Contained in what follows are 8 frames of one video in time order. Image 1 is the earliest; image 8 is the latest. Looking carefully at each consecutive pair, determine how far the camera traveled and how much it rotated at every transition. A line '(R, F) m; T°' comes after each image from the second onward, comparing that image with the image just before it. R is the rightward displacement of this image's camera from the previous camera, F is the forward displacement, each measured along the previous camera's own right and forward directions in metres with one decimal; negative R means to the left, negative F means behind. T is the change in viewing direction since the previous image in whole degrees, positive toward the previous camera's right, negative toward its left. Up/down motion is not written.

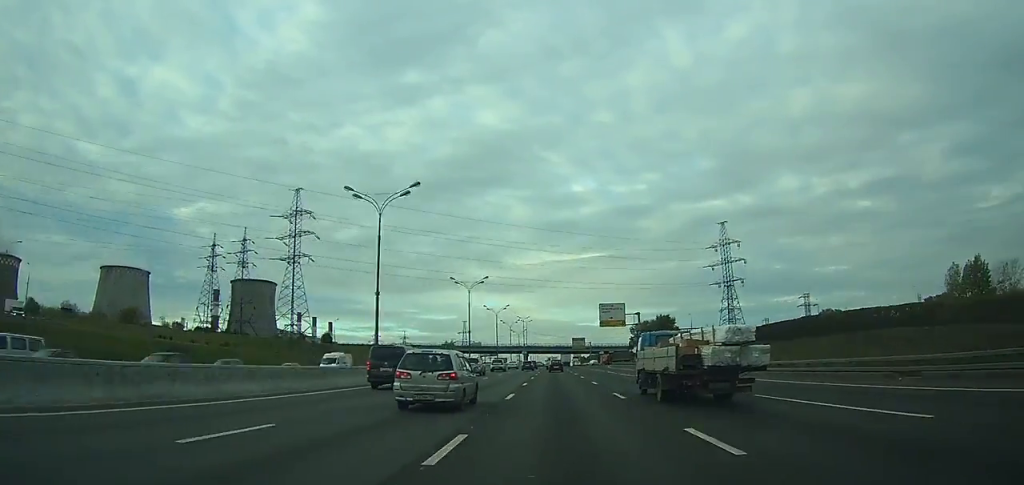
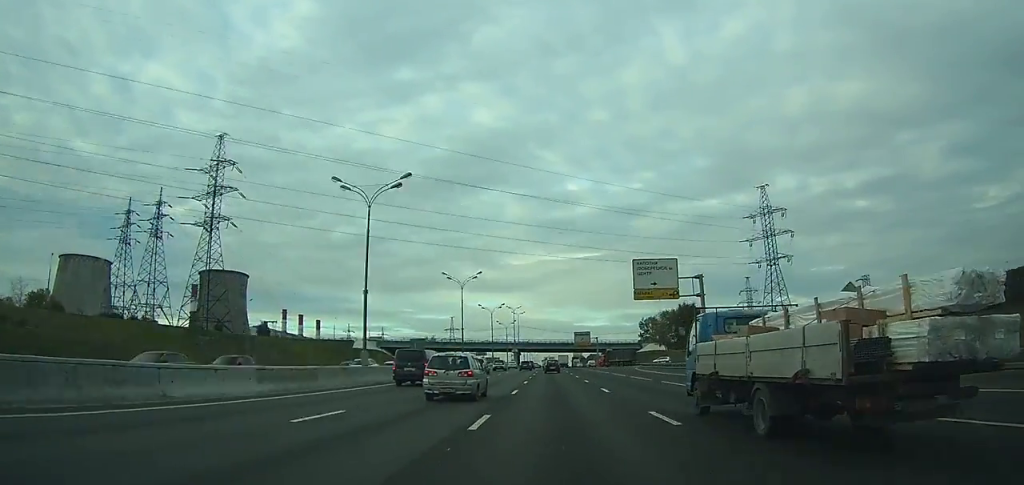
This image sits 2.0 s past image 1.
(-0.1, +44.5) m; 0°
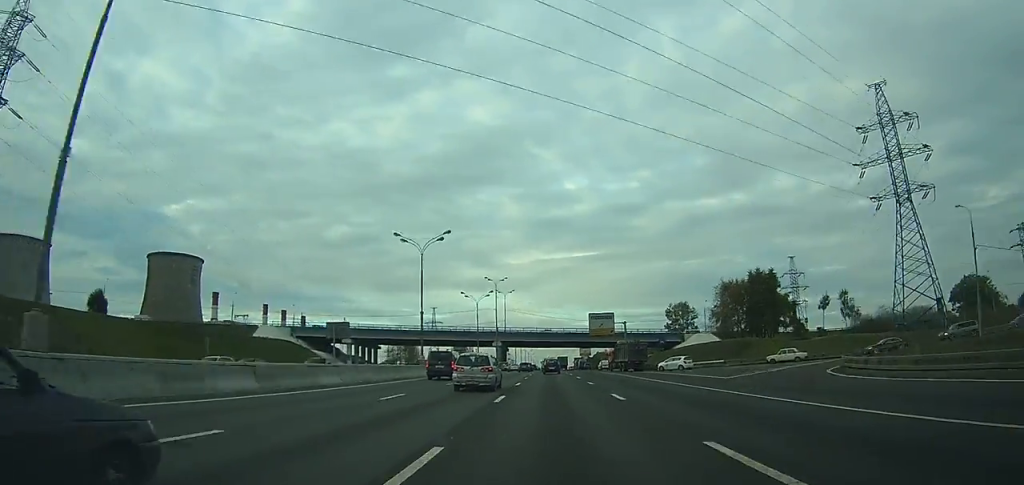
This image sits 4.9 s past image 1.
(0.0, +62.9) m; 0°
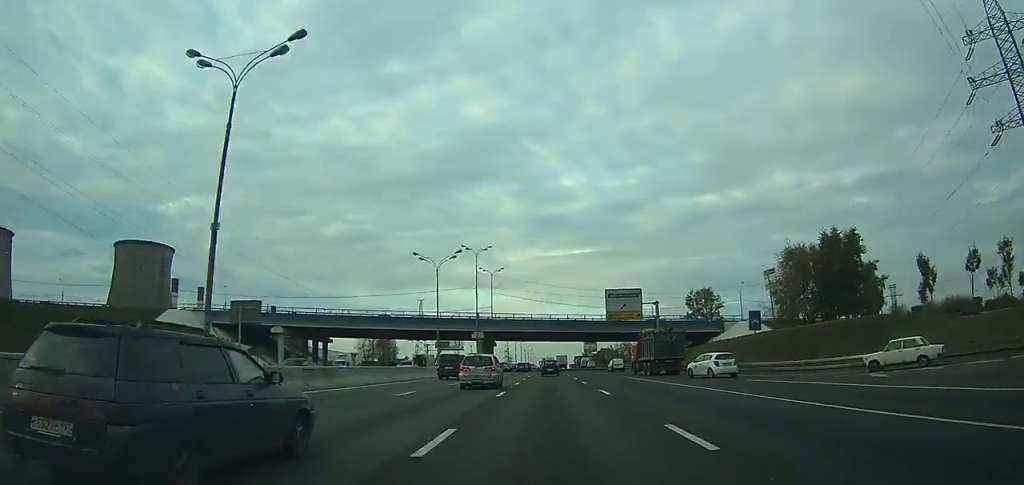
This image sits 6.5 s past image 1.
(+0.1, +34.0) m; 0°
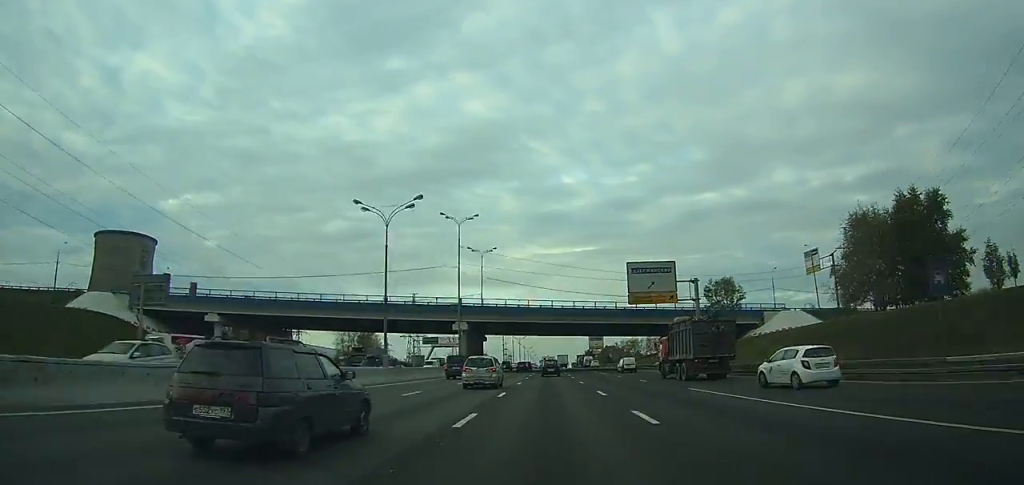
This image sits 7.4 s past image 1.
(0.0, +21.5) m; 0°
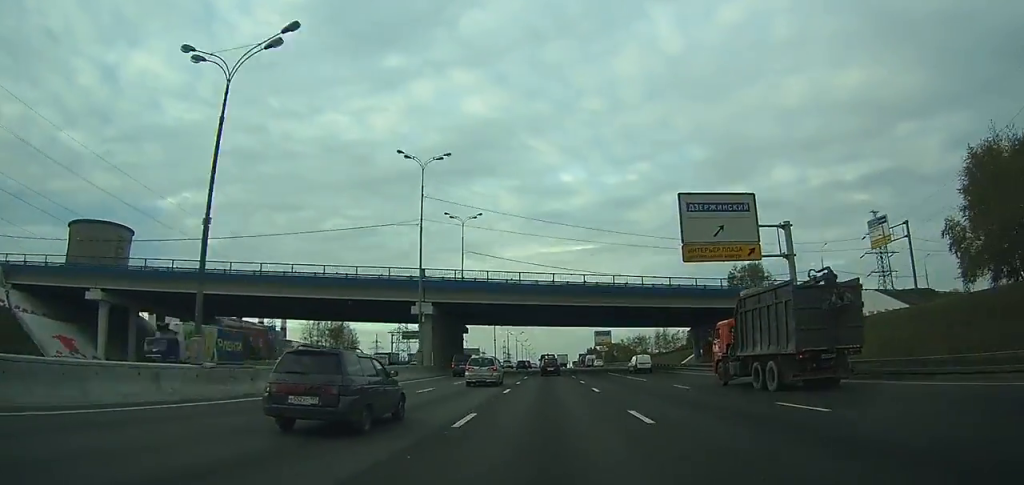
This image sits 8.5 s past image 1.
(0.0, +24.5) m; 0°
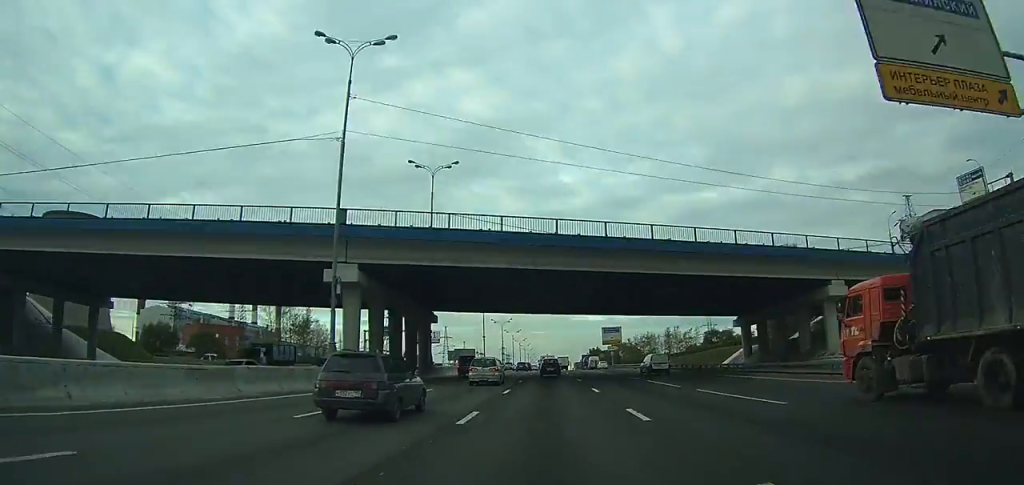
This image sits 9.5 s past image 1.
(0.0, +22.9) m; 0°
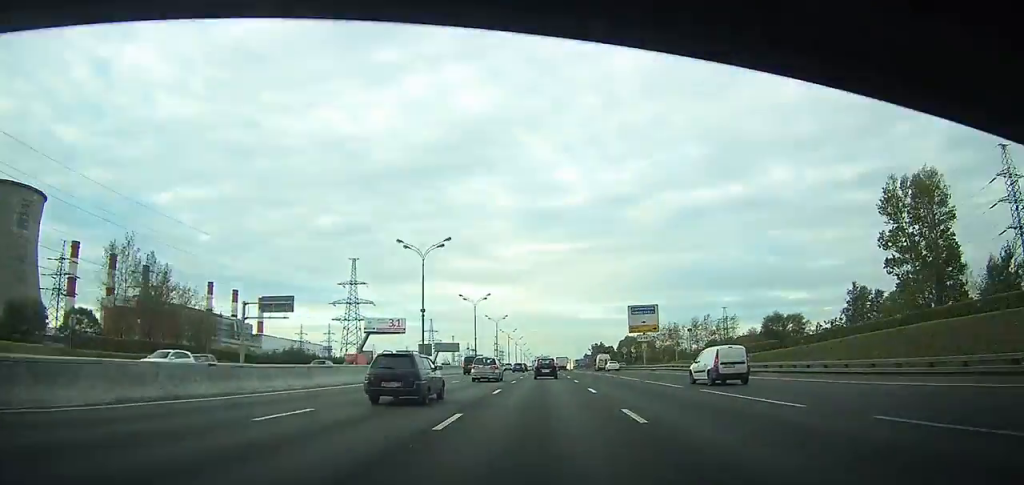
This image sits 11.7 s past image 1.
(-0.1, +50.4) m; 0°
